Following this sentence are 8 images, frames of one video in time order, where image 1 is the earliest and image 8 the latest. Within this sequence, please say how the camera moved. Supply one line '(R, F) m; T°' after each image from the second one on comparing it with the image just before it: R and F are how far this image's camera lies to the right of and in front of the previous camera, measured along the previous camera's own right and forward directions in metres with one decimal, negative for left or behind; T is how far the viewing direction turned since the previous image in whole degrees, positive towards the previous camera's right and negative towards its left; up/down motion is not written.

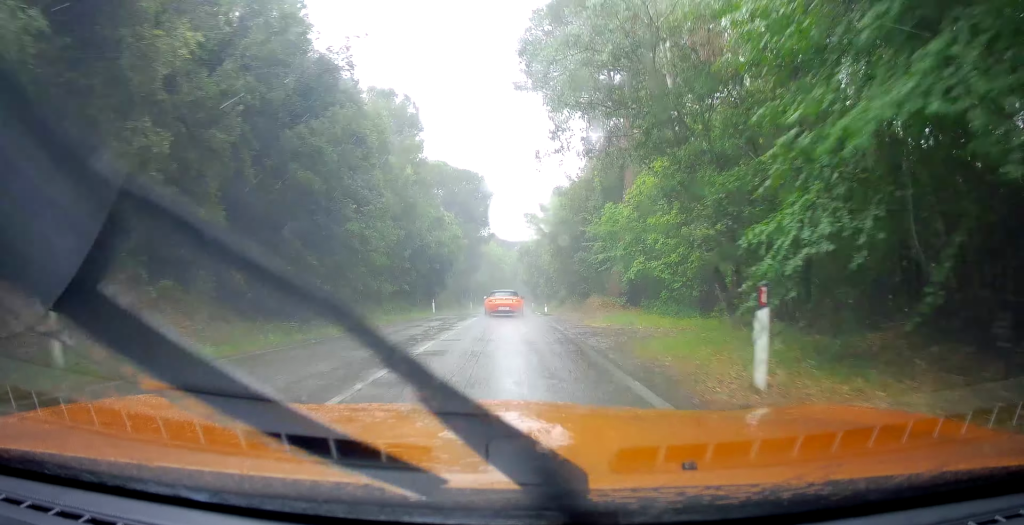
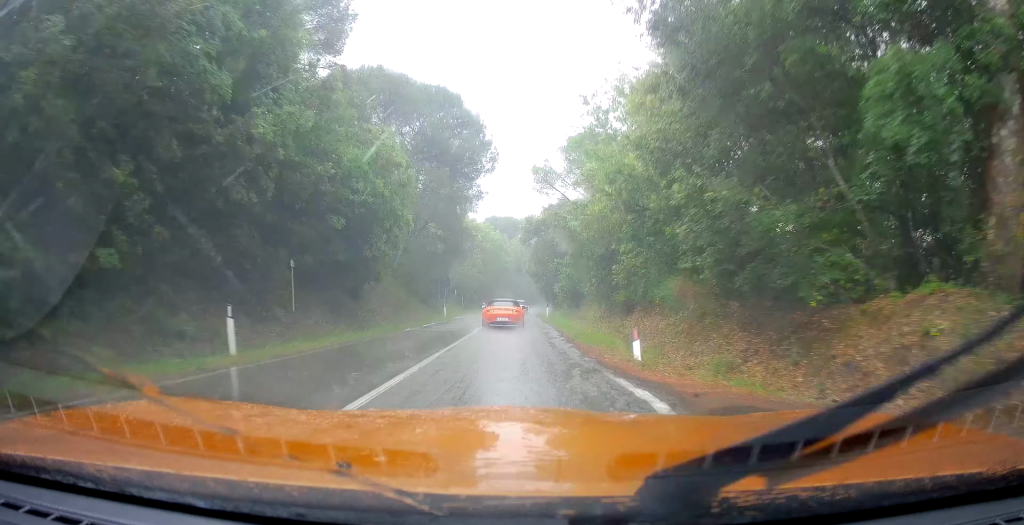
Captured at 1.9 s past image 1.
(-0.2, +28.6) m; 0°
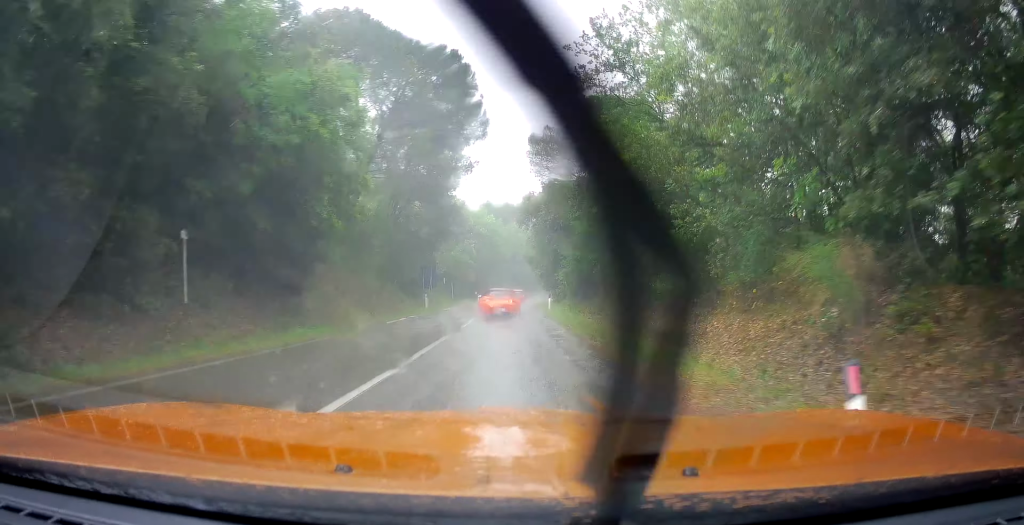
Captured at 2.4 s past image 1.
(0.0, +7.6) m; 0°
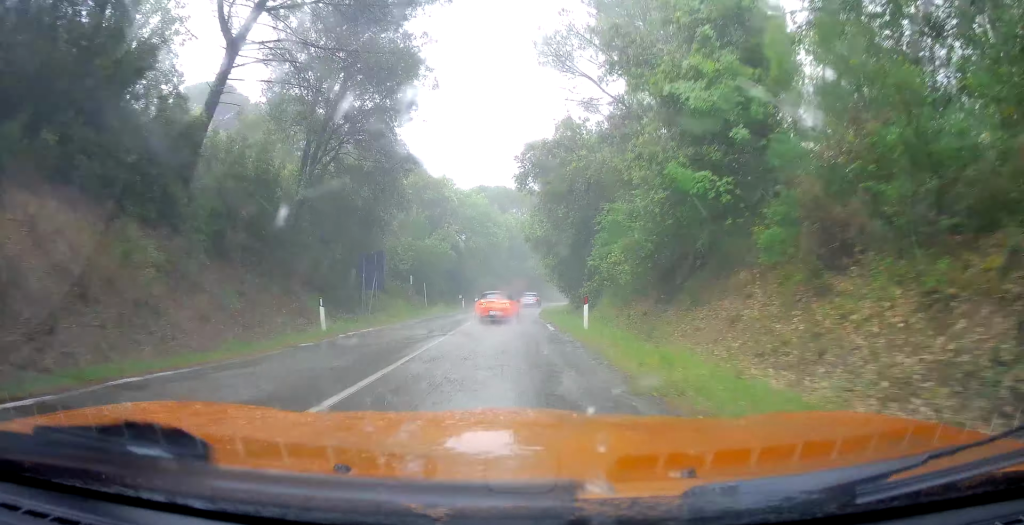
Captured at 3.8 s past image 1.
(+0.1, +20.4) m; +1°
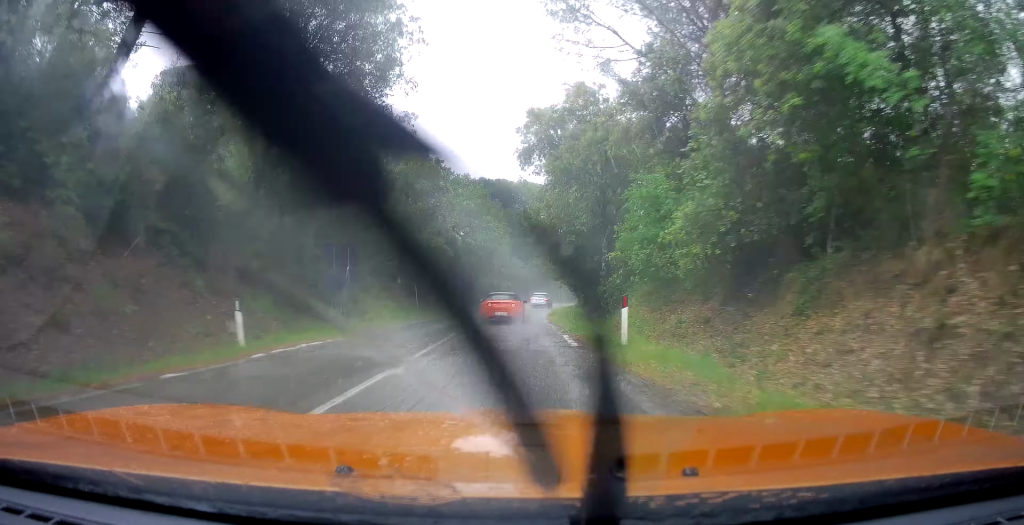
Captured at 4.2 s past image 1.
(0.0, +6.0) m; 0°
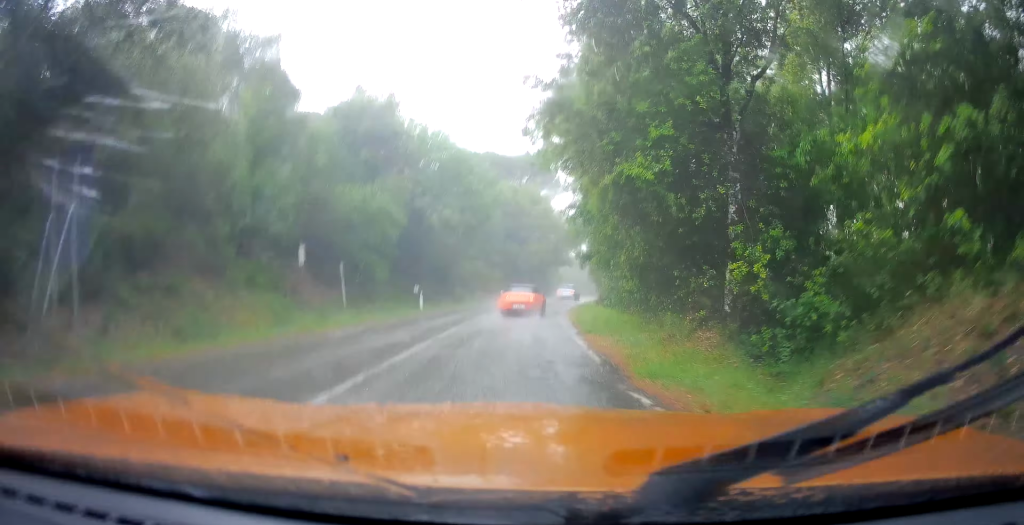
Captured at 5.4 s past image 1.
(0.0, +17.0) m; 0°
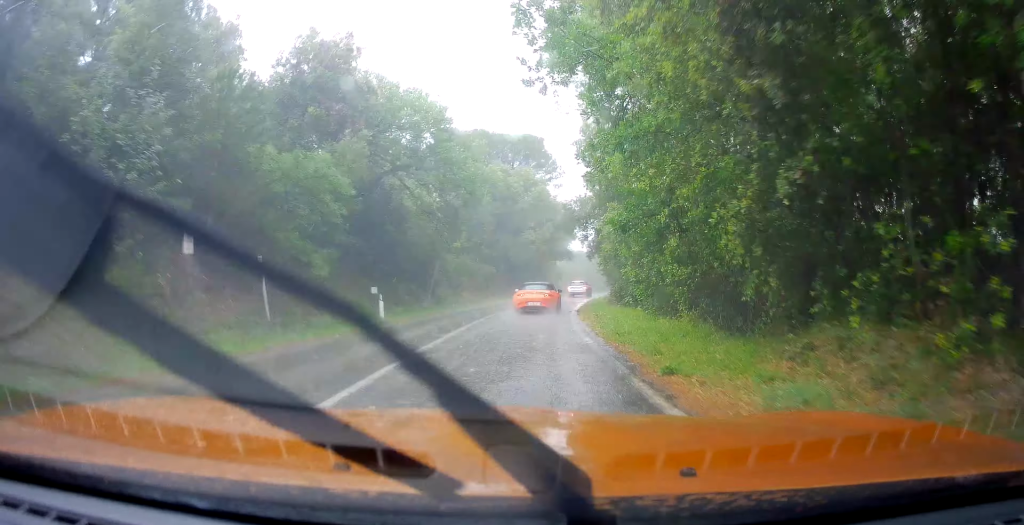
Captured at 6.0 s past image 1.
(0.0, +7.9) m; +1°
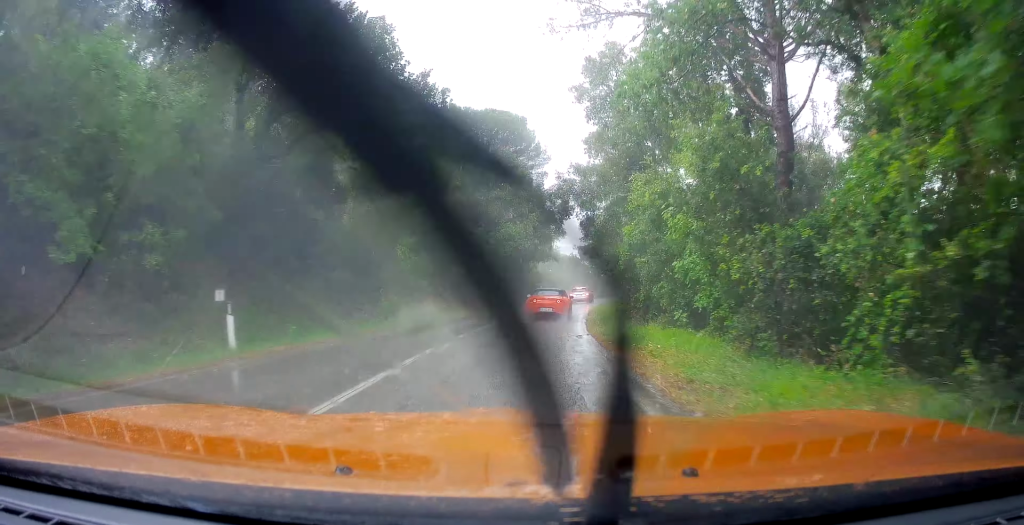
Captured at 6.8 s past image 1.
(+0.1, +10.7) m; +3°
